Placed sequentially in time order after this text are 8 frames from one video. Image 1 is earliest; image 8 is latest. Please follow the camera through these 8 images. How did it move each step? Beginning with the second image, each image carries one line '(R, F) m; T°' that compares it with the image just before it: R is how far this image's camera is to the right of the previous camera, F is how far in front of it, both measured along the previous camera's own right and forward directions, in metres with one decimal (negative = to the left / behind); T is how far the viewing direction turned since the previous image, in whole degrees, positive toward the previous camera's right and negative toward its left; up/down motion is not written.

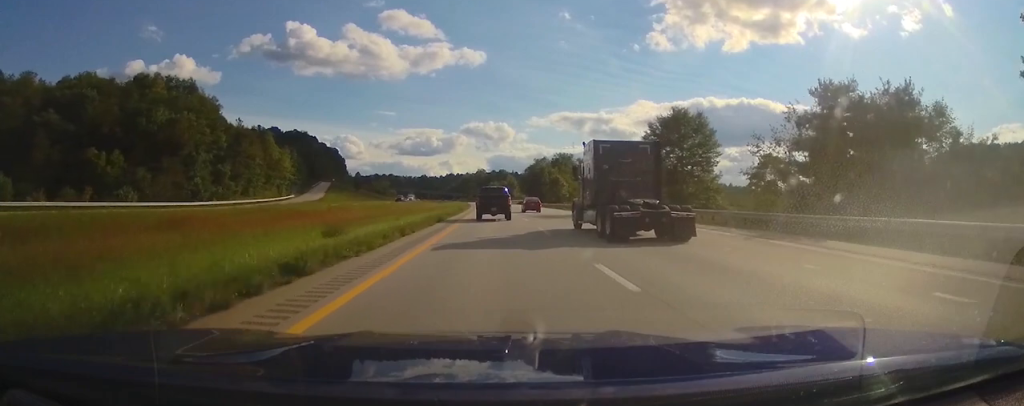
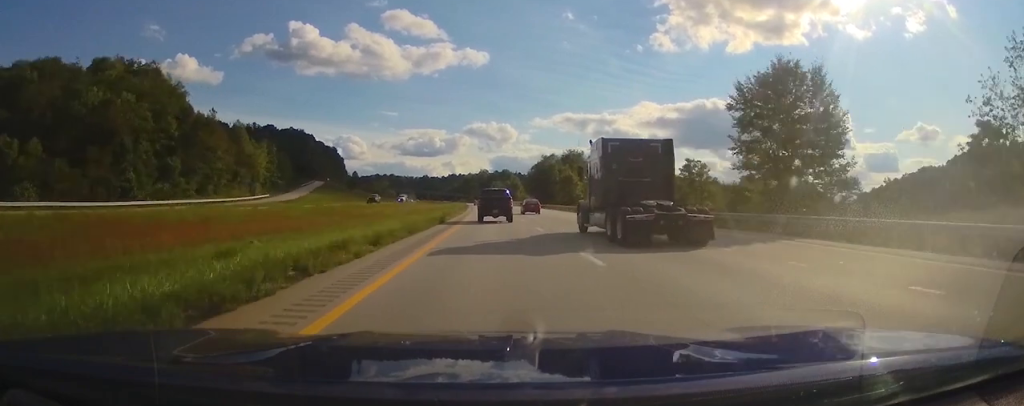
(-0.1, +21.4) m; -1°
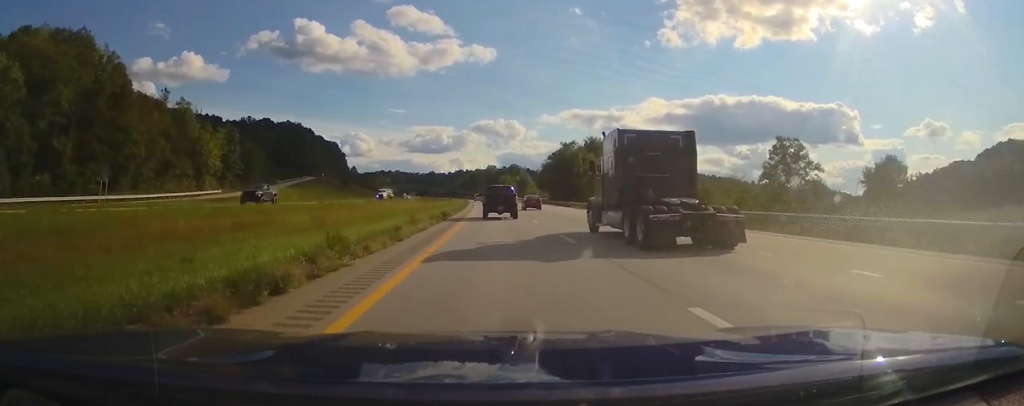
(-0.2, +31.7) m; -1°
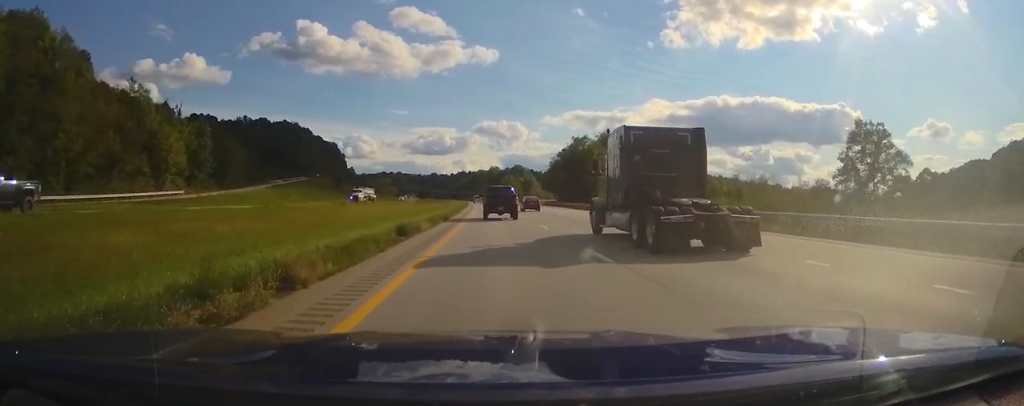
(-0.2, +17.1) m; -1°
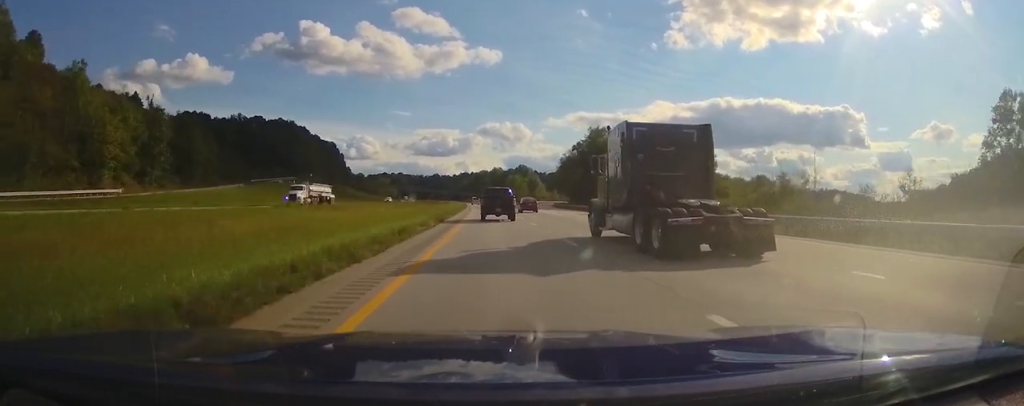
(-0.1, +20.4) m; 0°
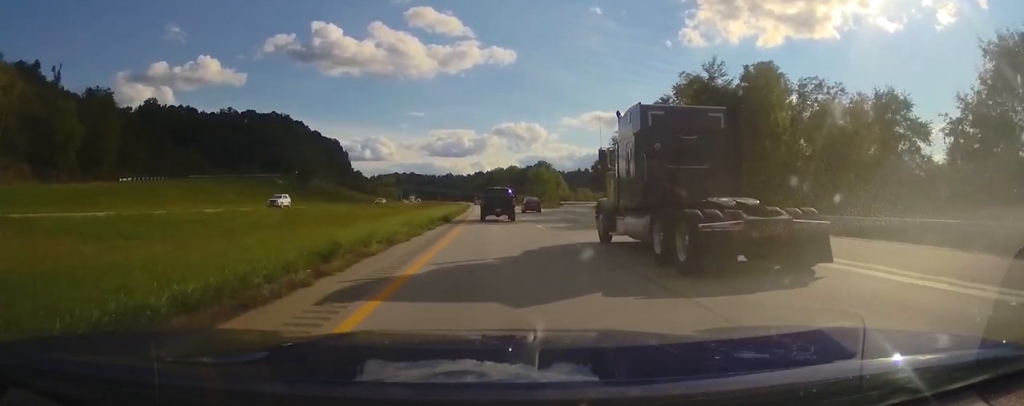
(-0.3, +52.5) m; -2°
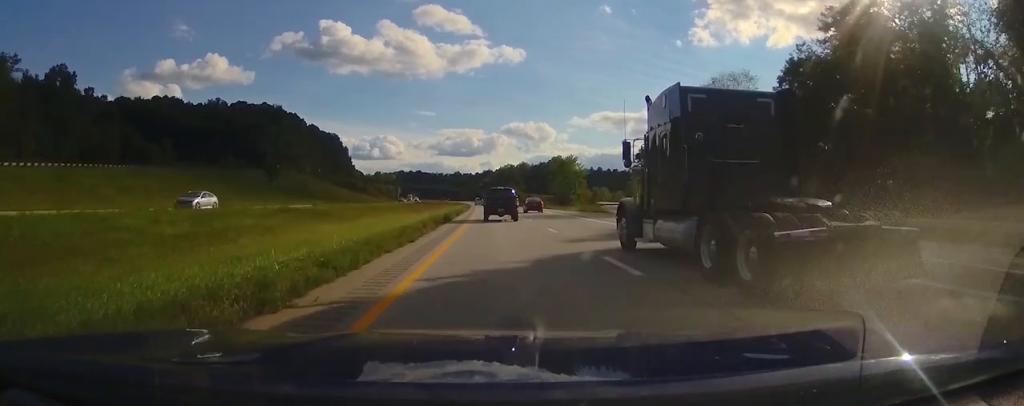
(-0.9, +40.0) m; -1°
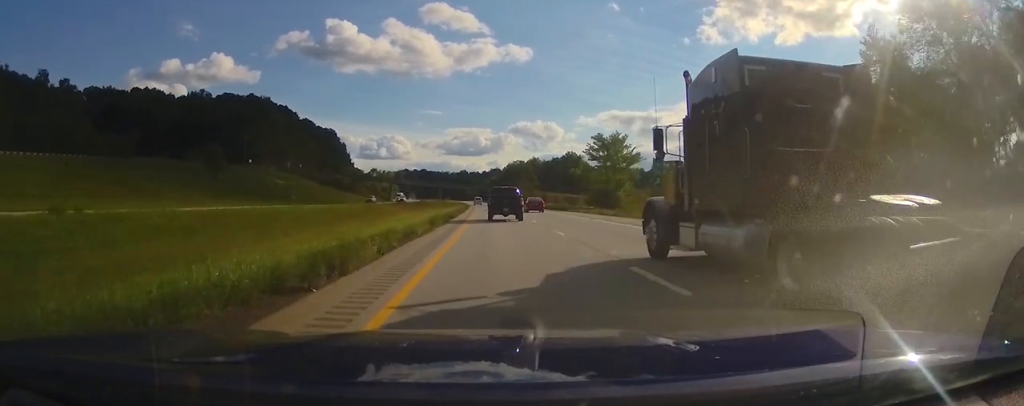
(+0.1, +38.9) m; 0°
